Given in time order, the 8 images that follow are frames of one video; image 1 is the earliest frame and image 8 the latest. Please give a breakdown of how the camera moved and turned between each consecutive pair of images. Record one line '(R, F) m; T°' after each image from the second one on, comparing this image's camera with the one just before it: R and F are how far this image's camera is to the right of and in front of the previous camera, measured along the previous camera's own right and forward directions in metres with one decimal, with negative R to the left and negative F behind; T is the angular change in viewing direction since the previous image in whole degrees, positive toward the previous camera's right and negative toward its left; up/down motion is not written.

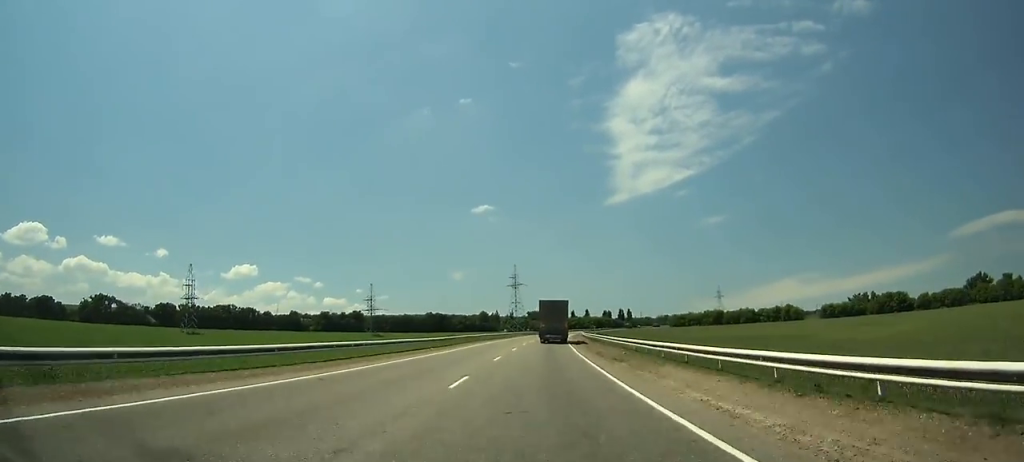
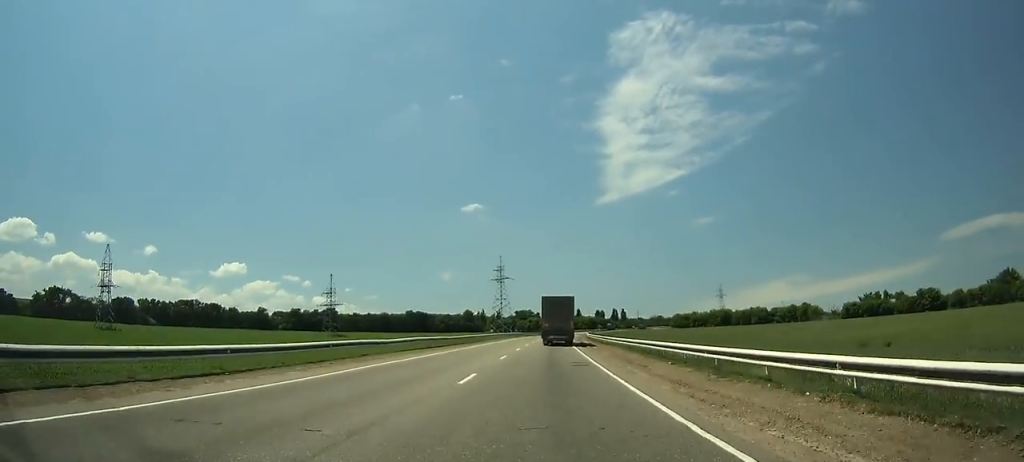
(+0.5, +34.4) m; +1°
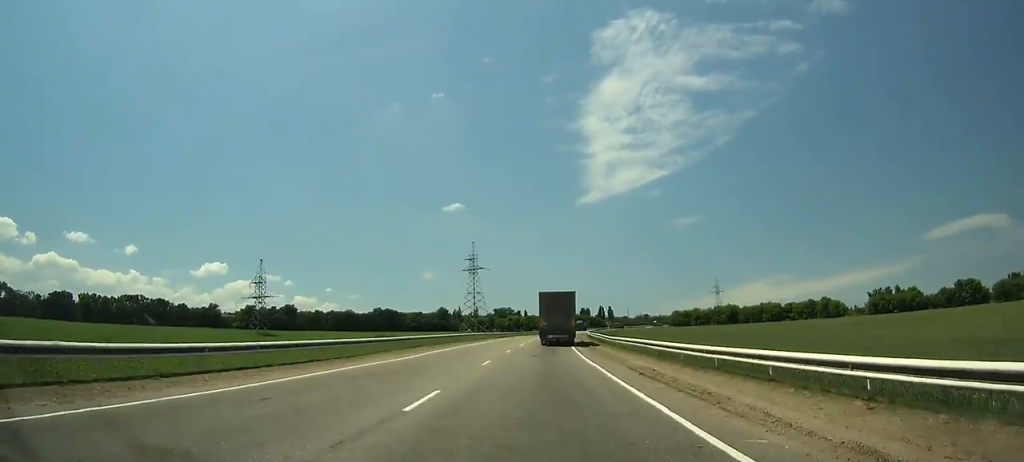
(+0.5, +40.9) m; +2°
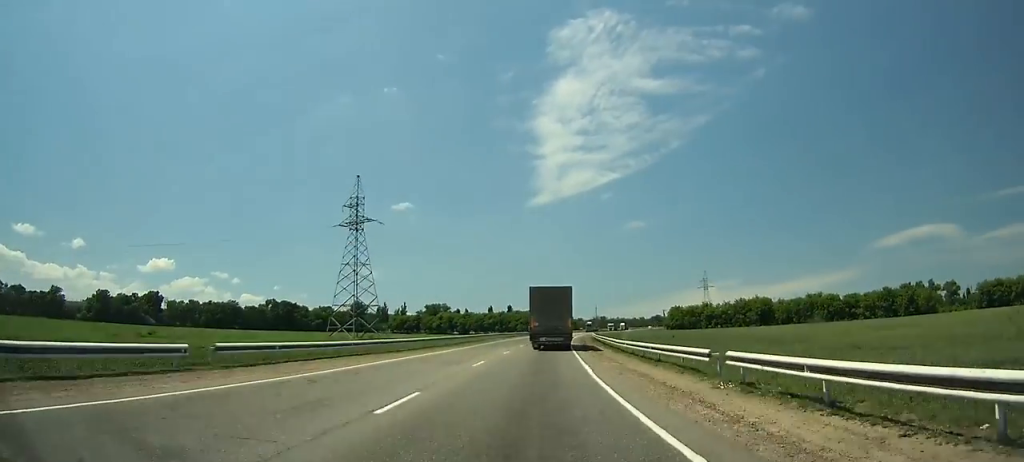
(+4.1, +96.9) m; +5°
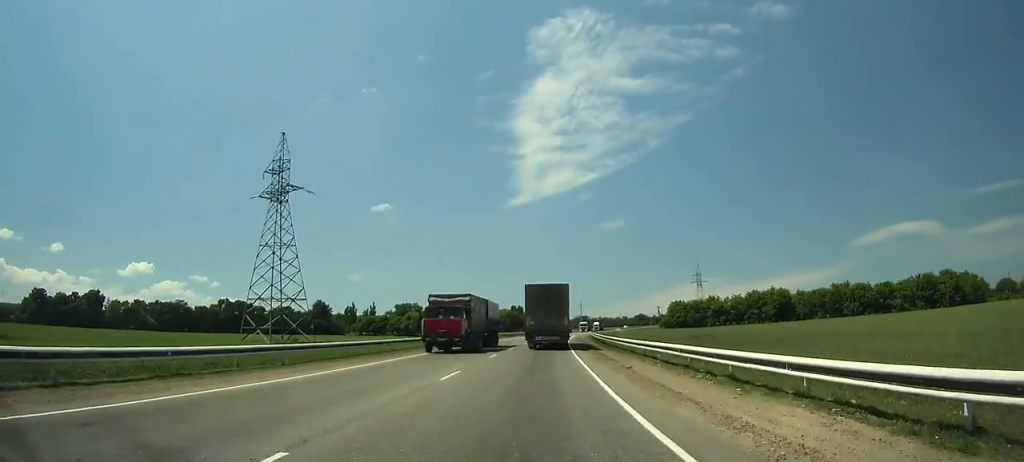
(+0.3, +29.7) m; +2°
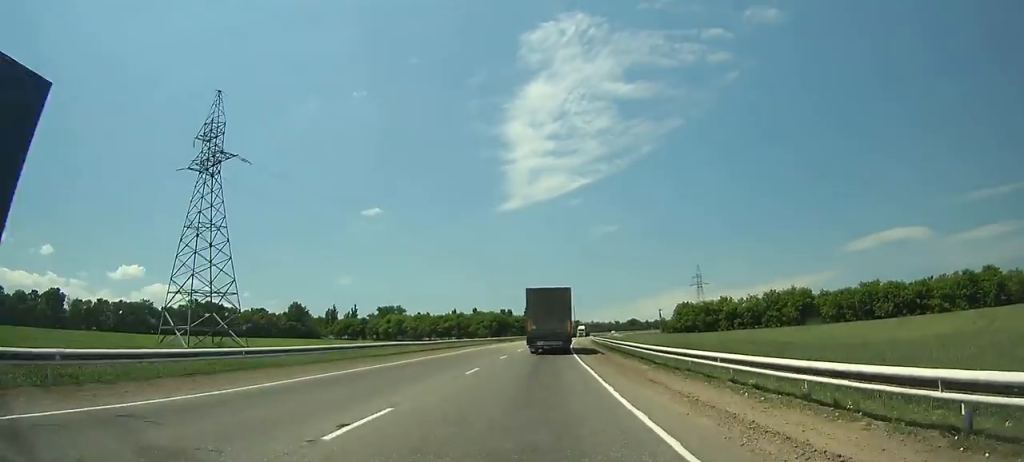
(+0.2, +19.6) m; +1°
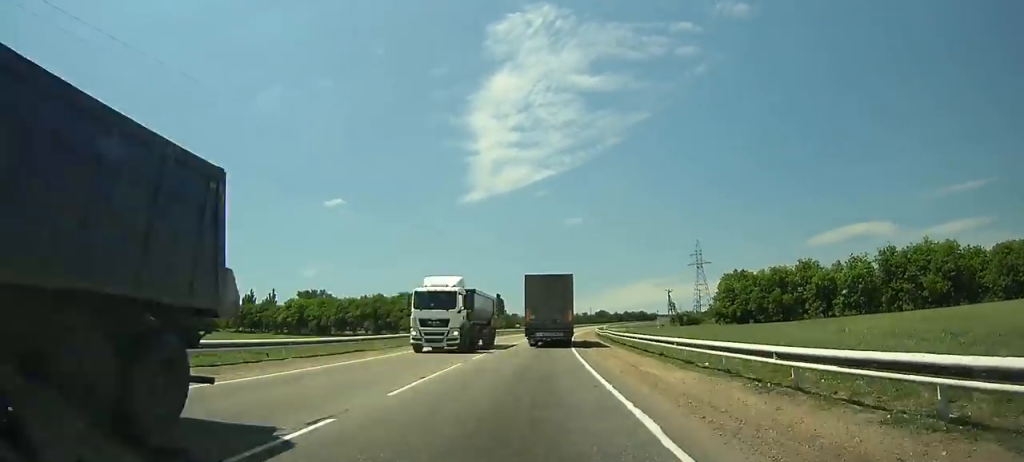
(+2.3, +66.7) m; +4°
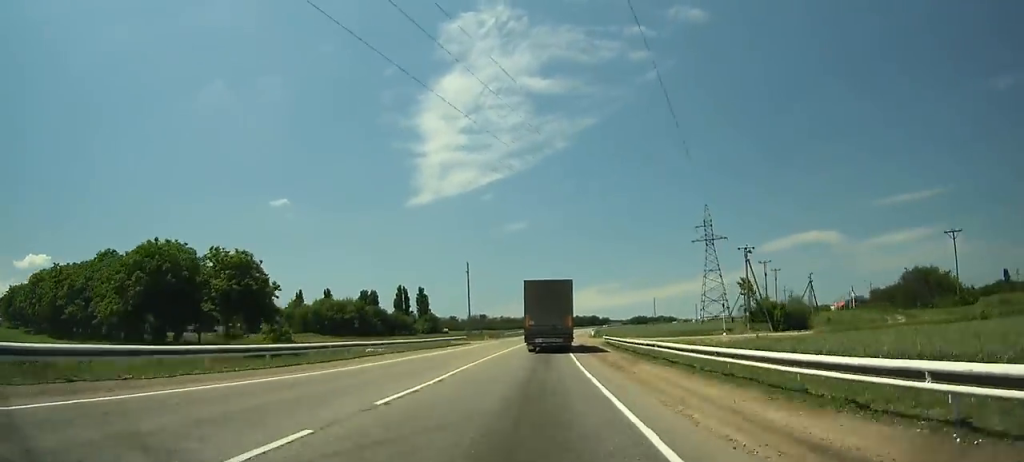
(+4.1, +83.8) m; +6°
